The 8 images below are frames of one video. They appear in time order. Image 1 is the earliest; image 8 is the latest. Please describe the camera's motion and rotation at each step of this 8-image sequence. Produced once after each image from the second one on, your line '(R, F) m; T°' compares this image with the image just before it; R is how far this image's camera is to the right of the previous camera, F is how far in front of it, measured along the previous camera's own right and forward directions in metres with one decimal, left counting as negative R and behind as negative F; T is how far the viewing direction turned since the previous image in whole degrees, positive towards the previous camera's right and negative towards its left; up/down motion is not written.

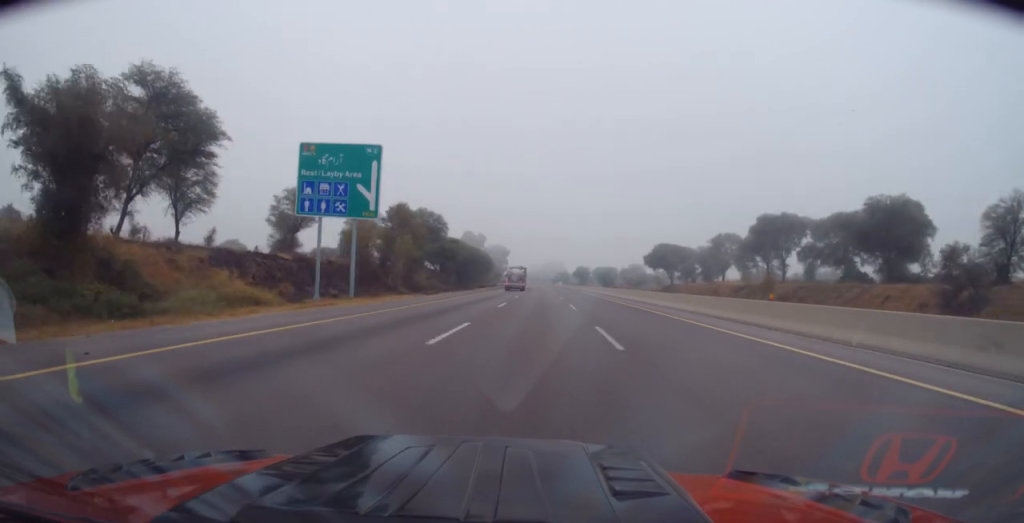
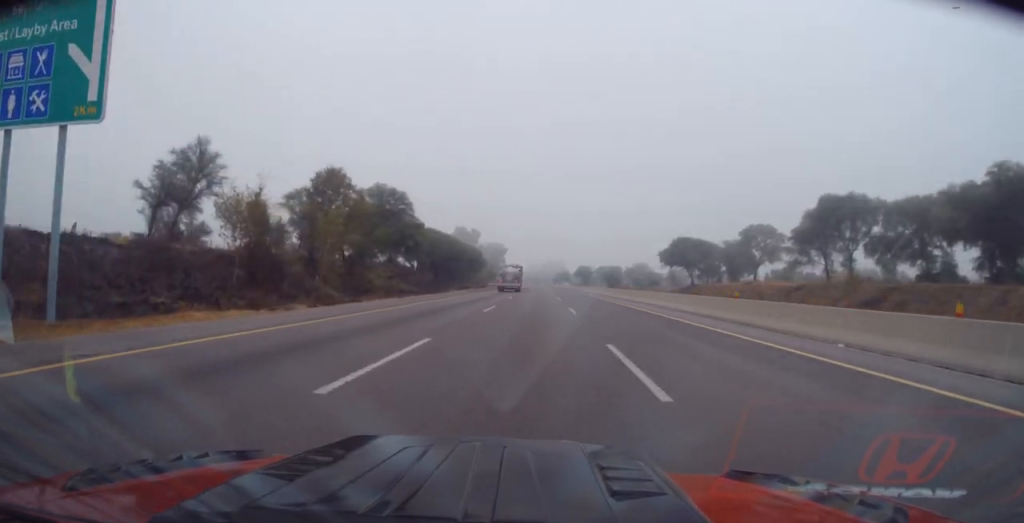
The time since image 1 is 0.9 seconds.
(+0.2, +23.1) m; 0°
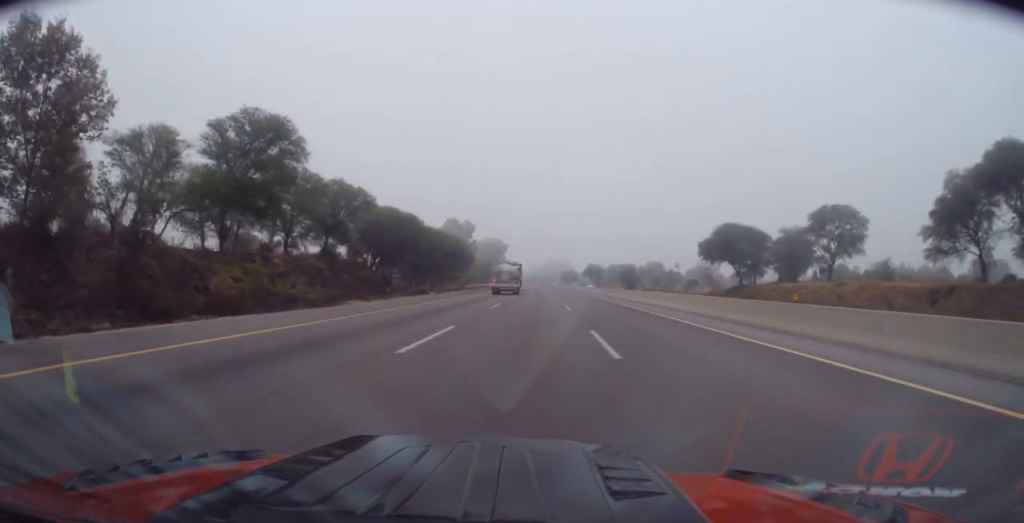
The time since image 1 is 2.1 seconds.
(-0.6, +32.0) m; -2°
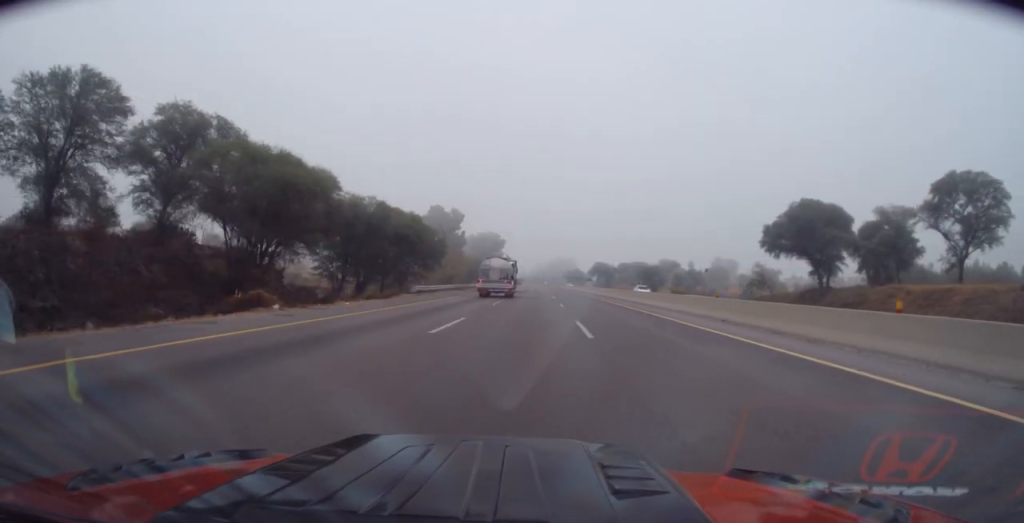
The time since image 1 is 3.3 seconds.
(-0.1, +32.0) m; 0°
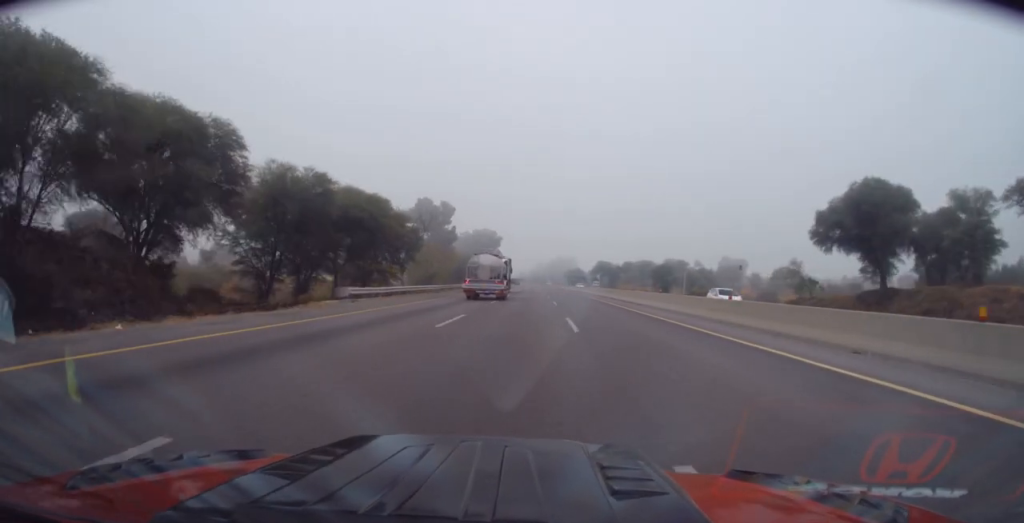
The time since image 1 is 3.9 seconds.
(+0.1, +16.0) m; 0°
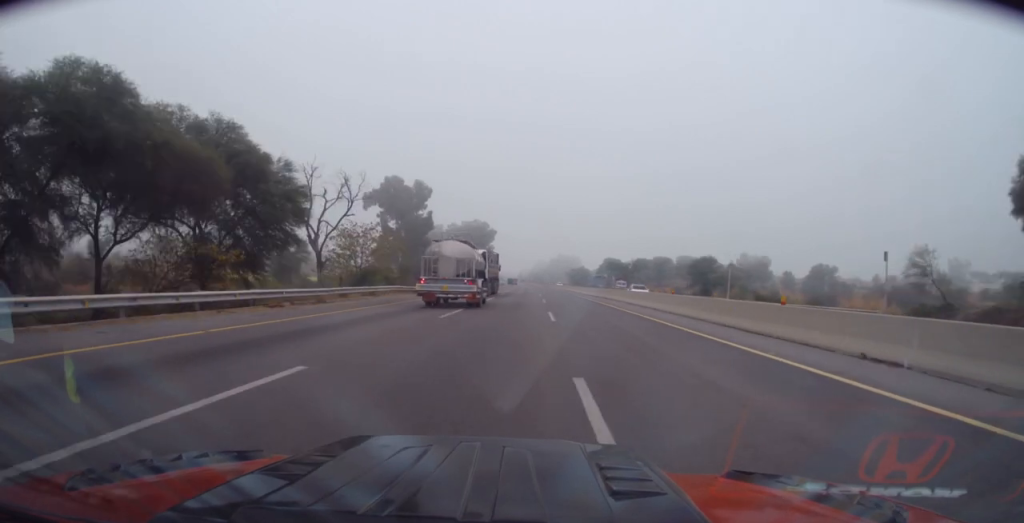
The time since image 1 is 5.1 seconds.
(0.0, +31.9) m; 0°
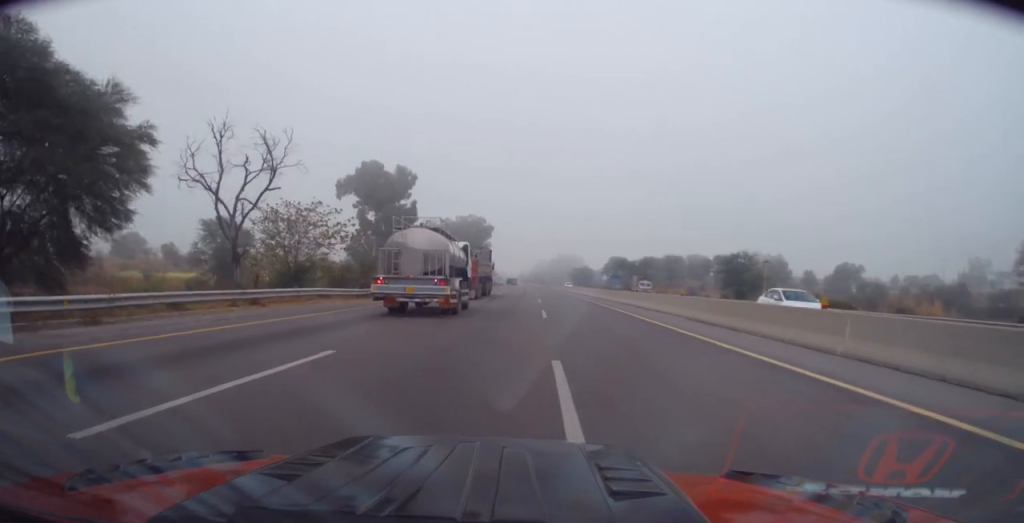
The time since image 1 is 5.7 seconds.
(0.0, +15.9) m; 0°
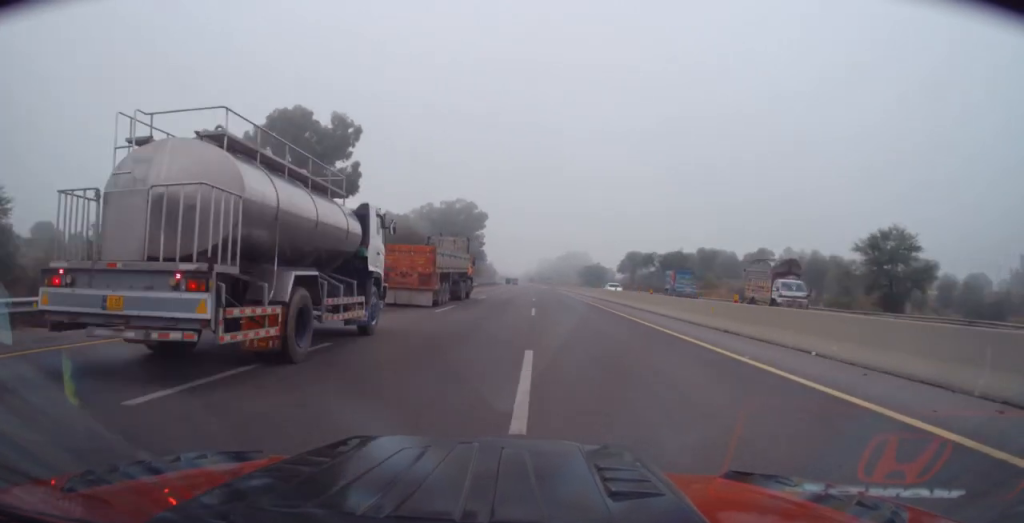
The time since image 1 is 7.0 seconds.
(+0.1, +35.5) m; 0°
